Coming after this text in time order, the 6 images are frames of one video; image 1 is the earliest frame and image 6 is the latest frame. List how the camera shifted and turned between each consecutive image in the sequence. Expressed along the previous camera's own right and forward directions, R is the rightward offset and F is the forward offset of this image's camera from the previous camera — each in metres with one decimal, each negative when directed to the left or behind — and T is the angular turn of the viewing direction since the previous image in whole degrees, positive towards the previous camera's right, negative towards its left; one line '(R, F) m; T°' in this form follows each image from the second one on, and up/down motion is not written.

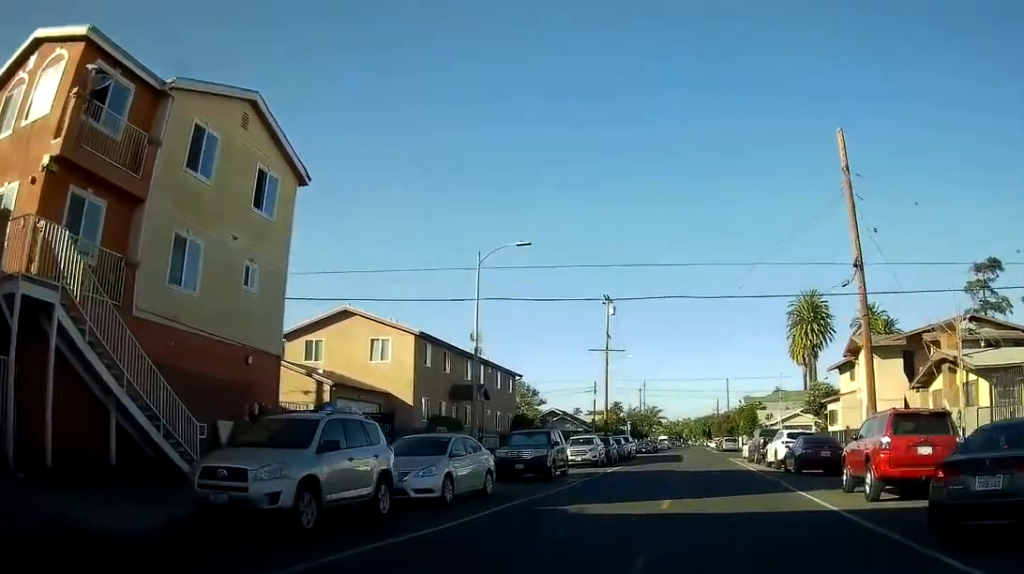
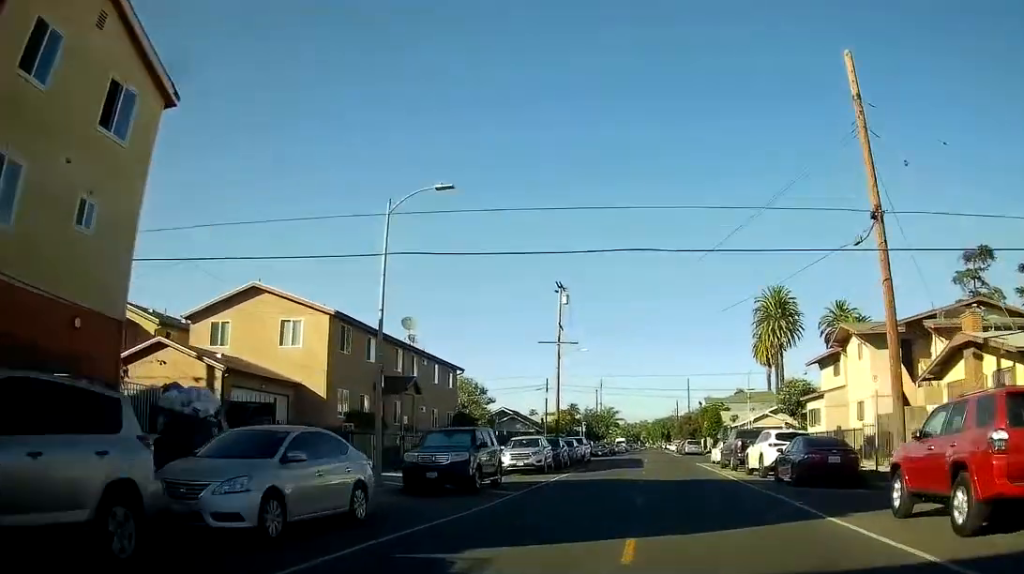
(+0.1, +5.8) m; +1°
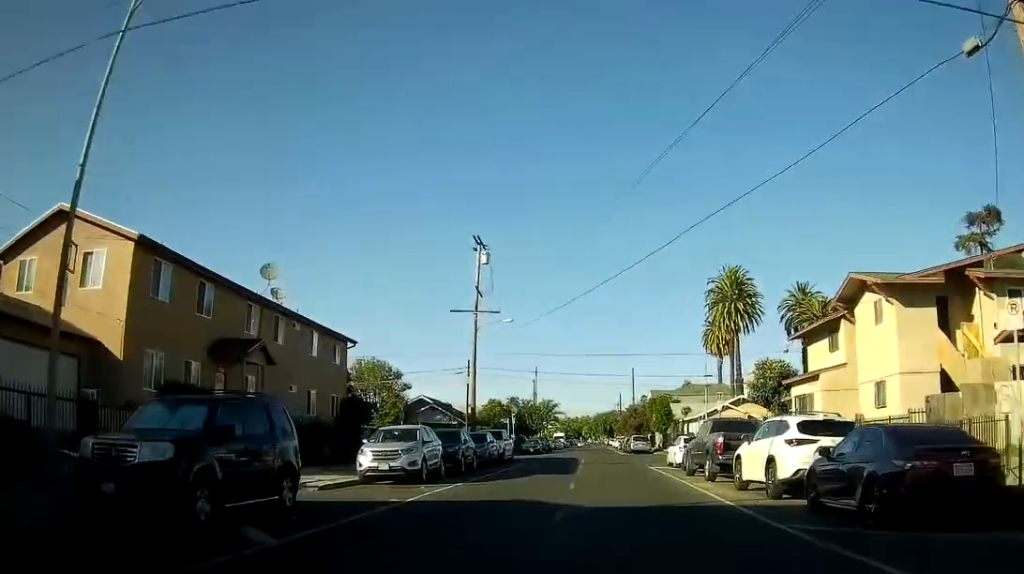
(0.0, +9.7) m; 0°
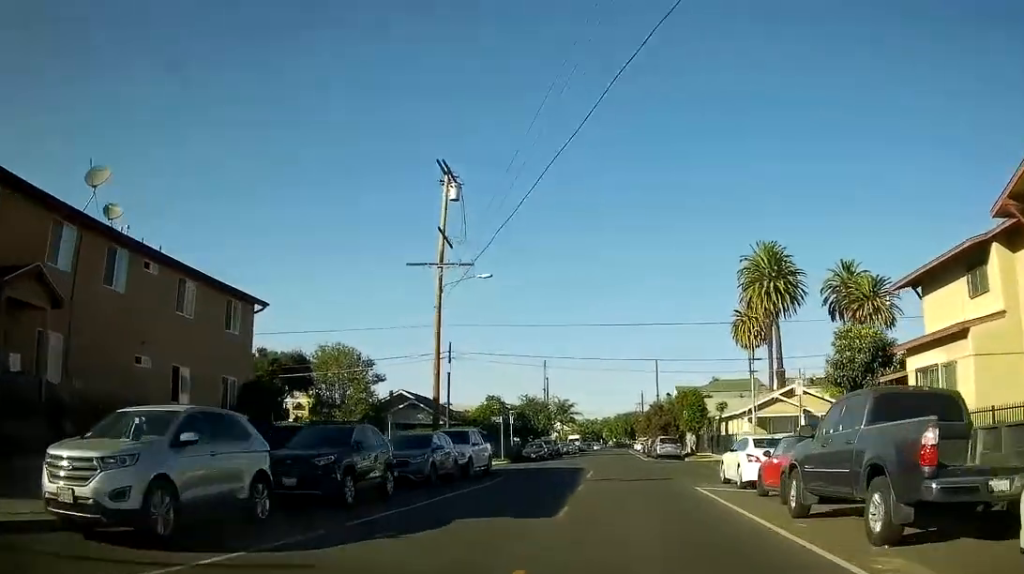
(0.0, +12.3) m; 0°
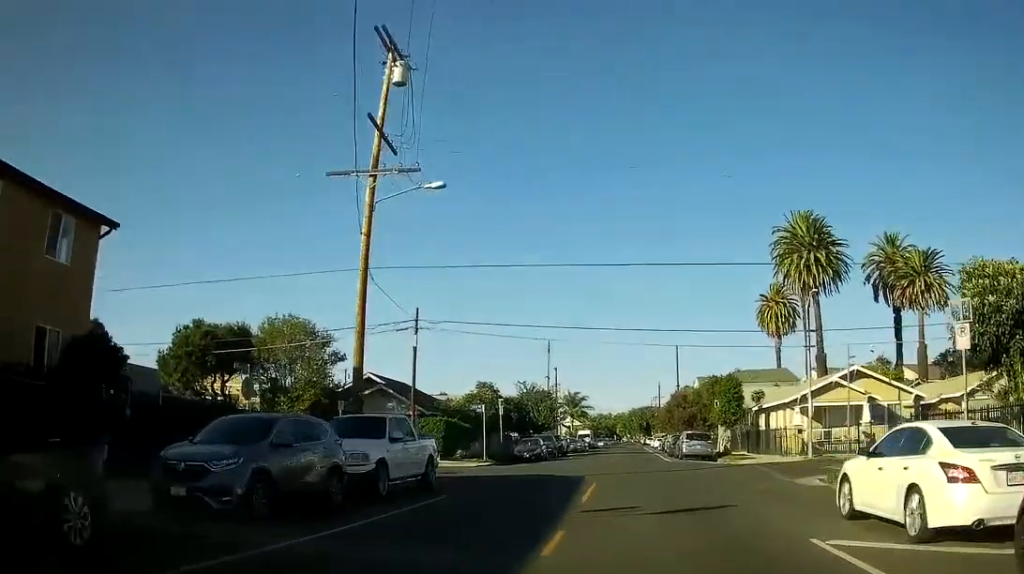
(0.0, +11.6) m; 0°
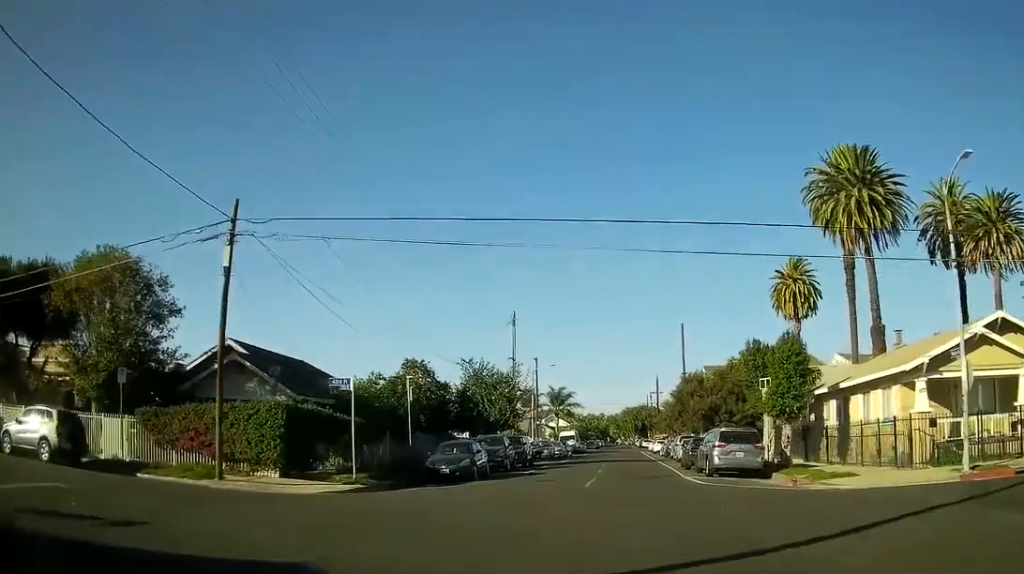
(+0.1, +20.7) m; +3°
